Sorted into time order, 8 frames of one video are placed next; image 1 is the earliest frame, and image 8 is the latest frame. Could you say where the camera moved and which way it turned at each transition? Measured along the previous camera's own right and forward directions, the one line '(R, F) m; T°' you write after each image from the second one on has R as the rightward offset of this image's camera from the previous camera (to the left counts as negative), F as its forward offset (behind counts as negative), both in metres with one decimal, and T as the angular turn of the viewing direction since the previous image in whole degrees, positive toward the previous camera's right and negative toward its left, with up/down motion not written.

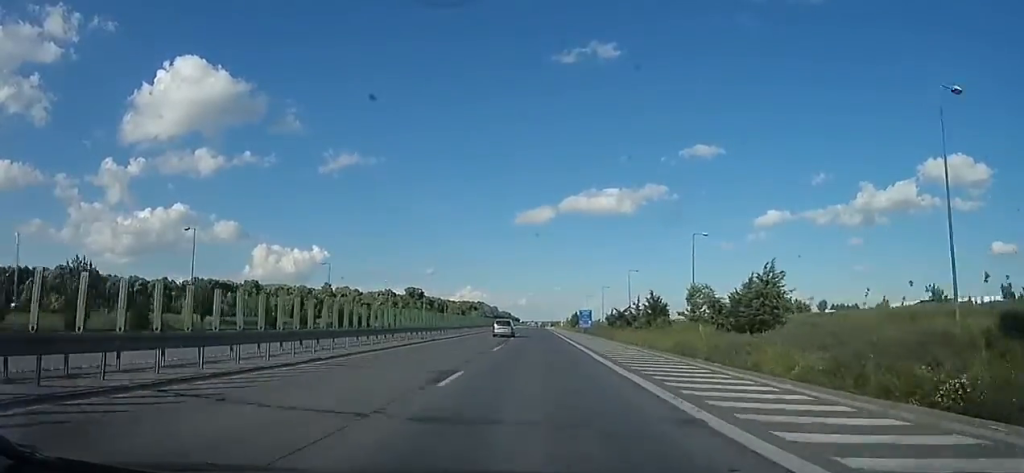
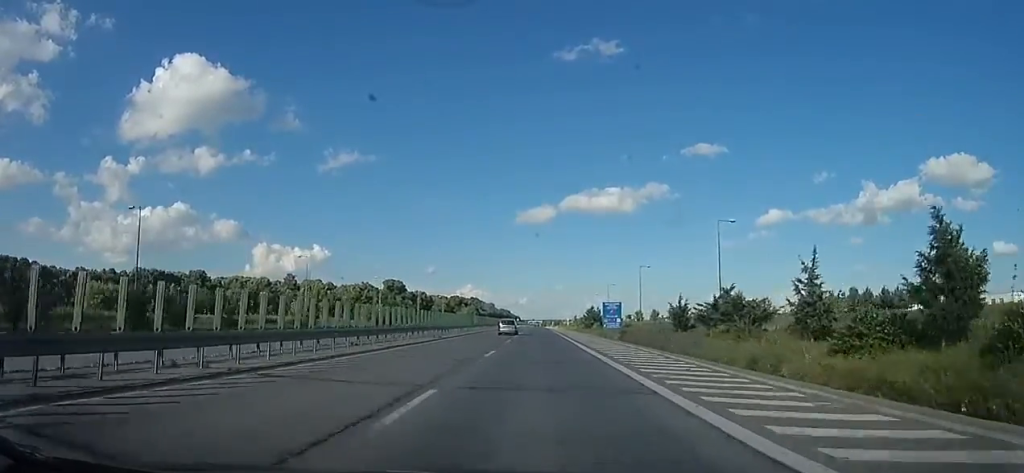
(+0.9, +39.3) m; +2°
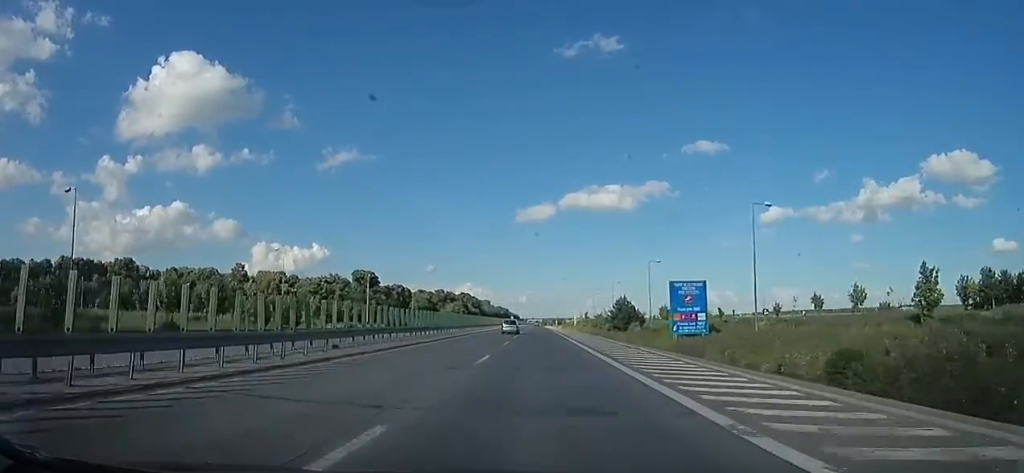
(-0.3, +37.5) m; -2°
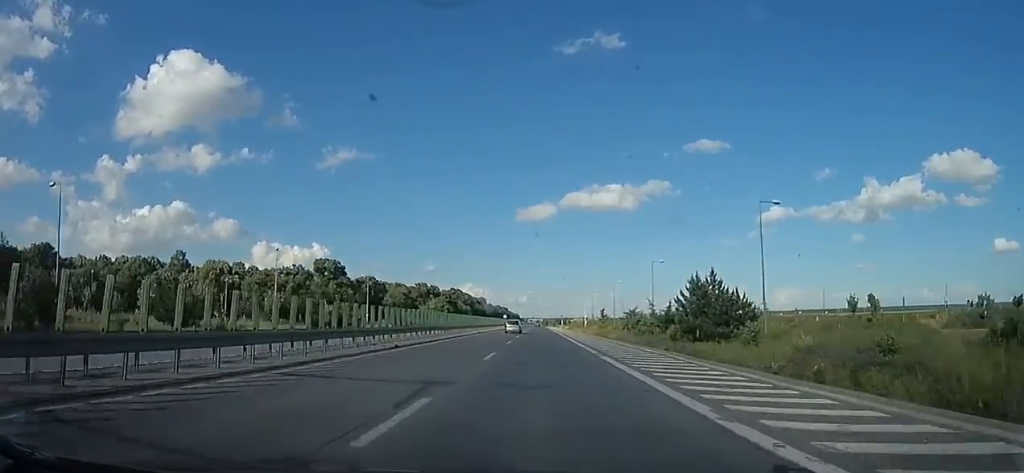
(-0.4, +32.8) m; 0°
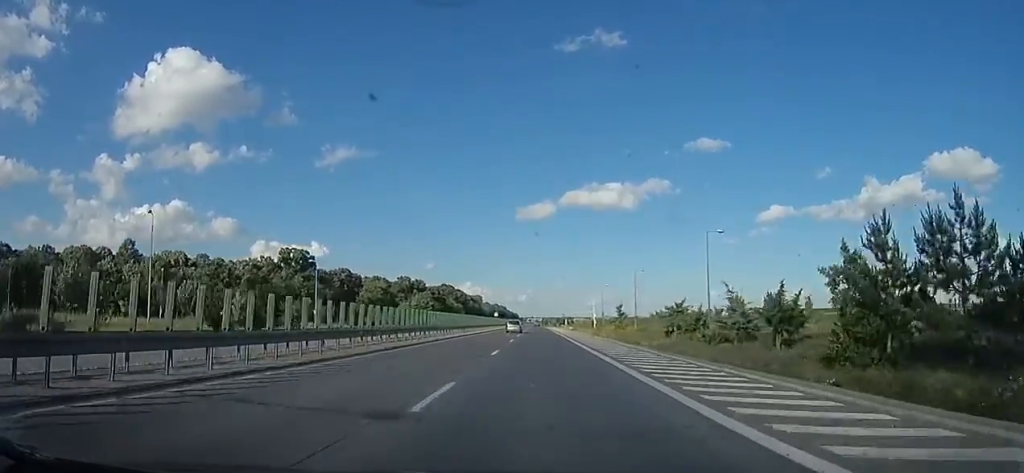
(+0.1, +21.1) m; 0°
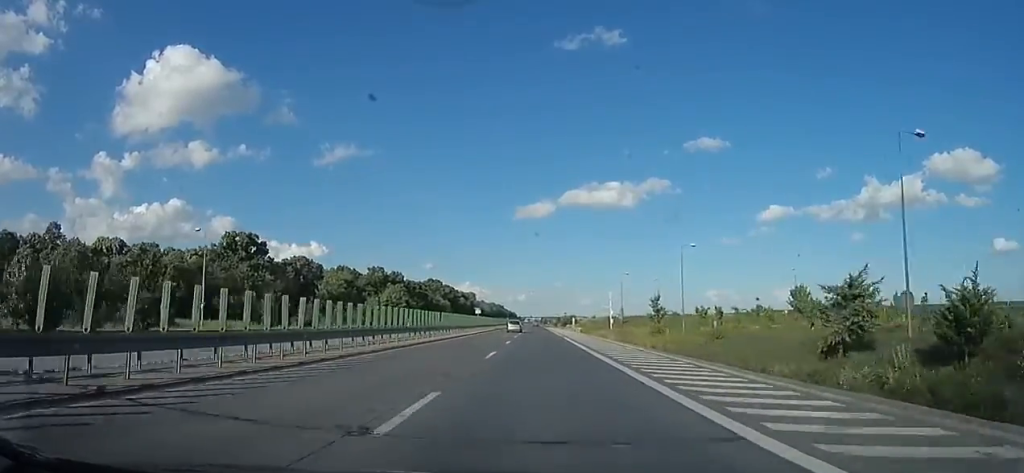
(0.0, +24.9) m; 0°
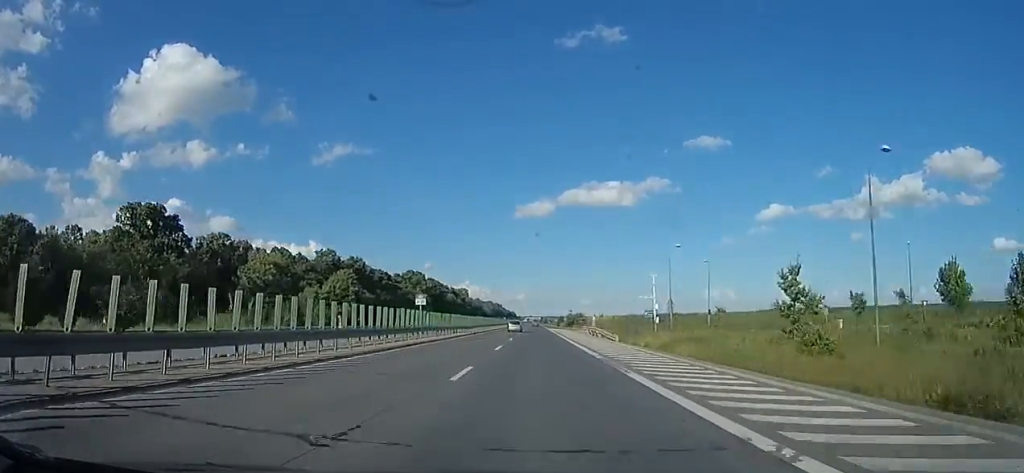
(0.0, +30.3) m; 0°
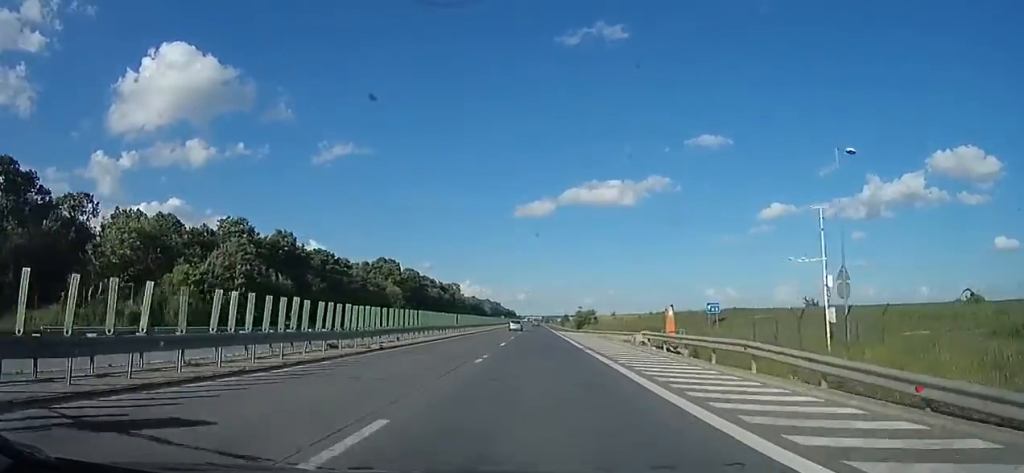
(0.0, +31.1) m; +1°
